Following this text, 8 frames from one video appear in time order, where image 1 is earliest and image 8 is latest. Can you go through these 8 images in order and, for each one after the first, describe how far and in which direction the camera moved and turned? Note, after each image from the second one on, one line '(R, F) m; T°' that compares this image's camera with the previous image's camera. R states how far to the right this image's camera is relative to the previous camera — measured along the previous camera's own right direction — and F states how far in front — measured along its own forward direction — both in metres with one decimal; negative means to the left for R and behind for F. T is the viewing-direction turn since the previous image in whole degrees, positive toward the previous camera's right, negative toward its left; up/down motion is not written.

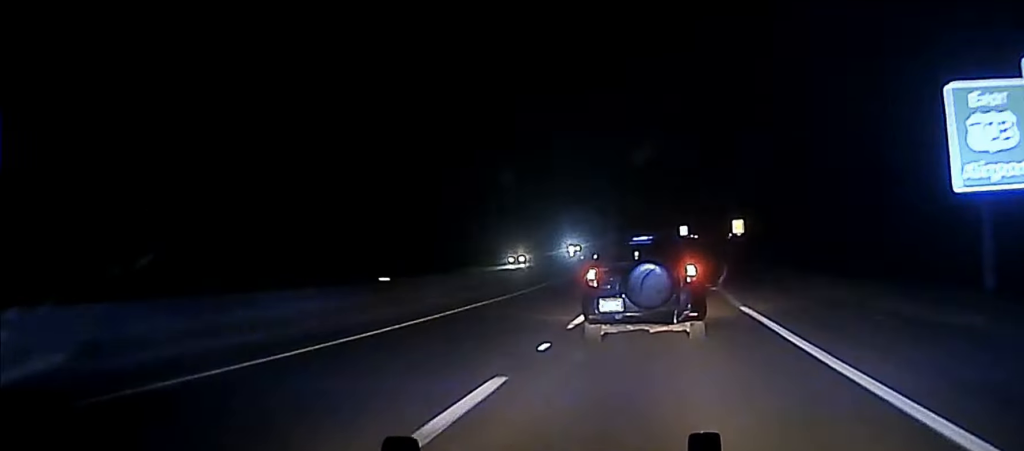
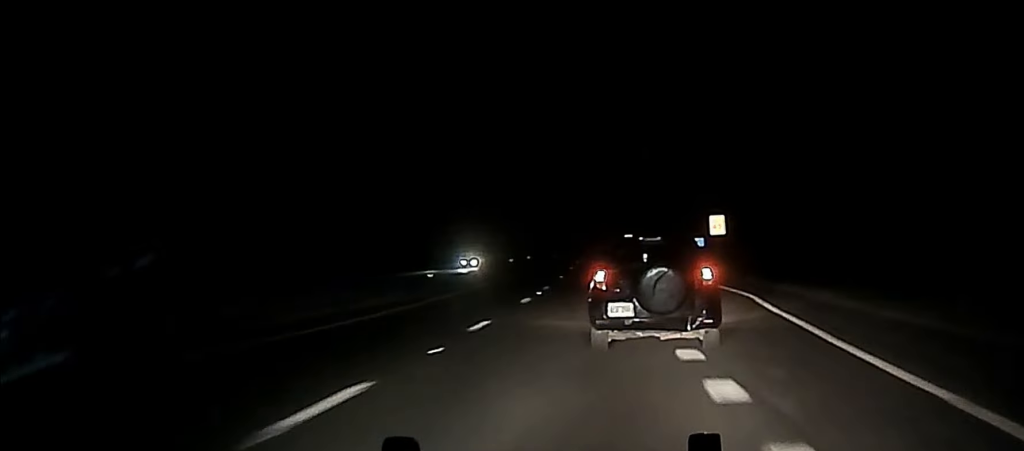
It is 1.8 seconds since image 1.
(+1.2, +48.1) m; +2°
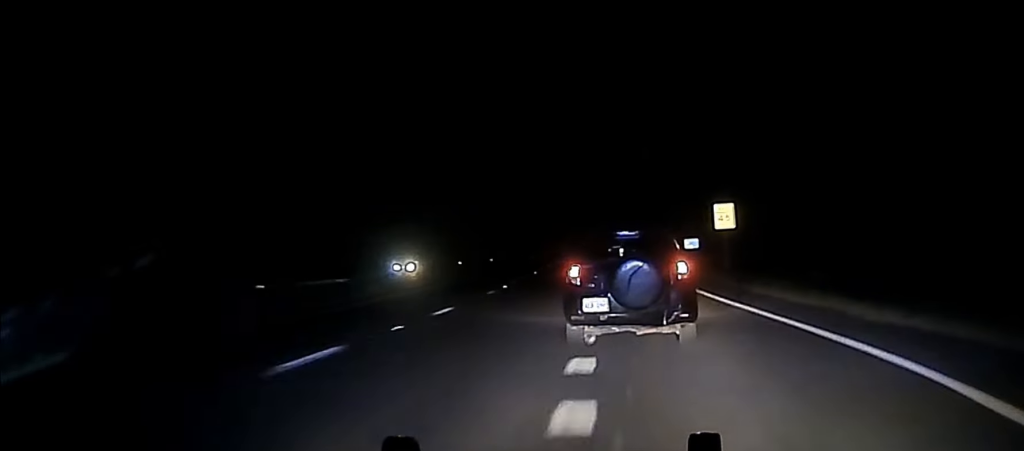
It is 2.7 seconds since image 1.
(-0.1, +20.3) m; -1°
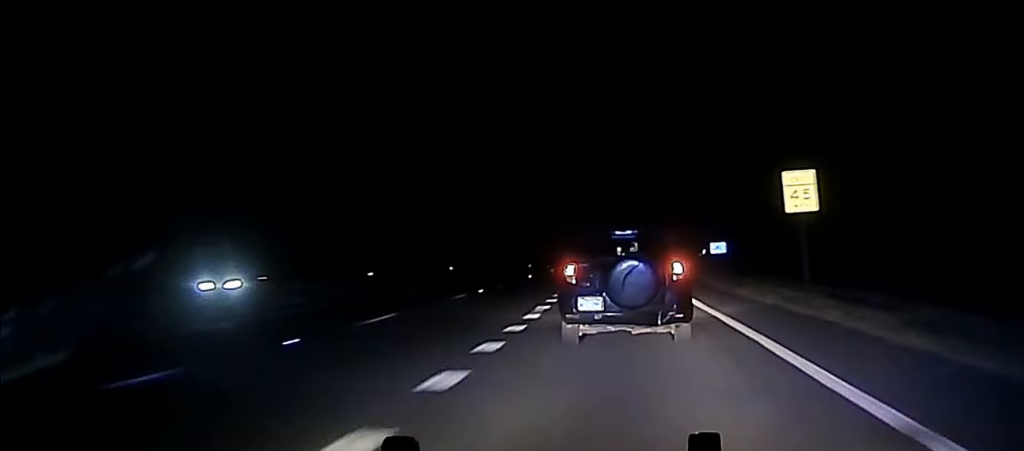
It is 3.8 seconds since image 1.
(-0.2, +23.7) m; -1°
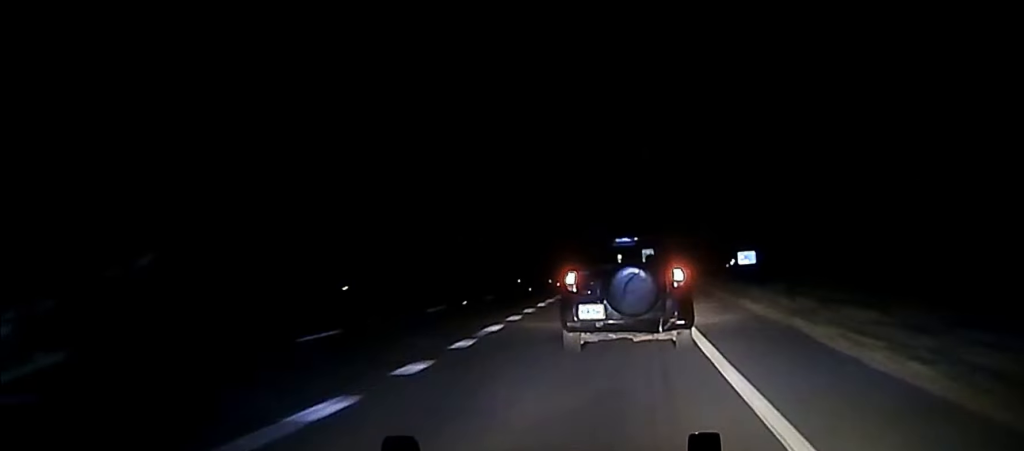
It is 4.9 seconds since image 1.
(-0.1, +24.2) m; 0°
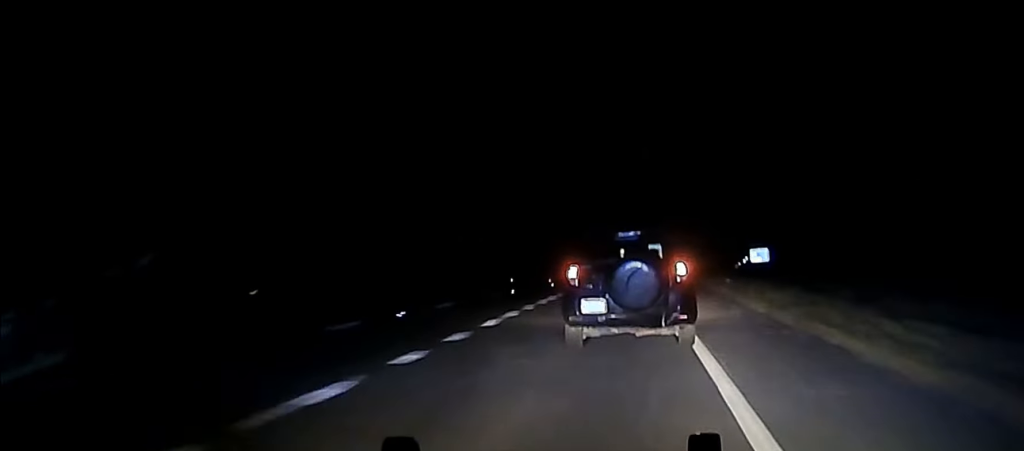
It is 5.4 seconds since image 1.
(0.0, +11.1) m; 0°
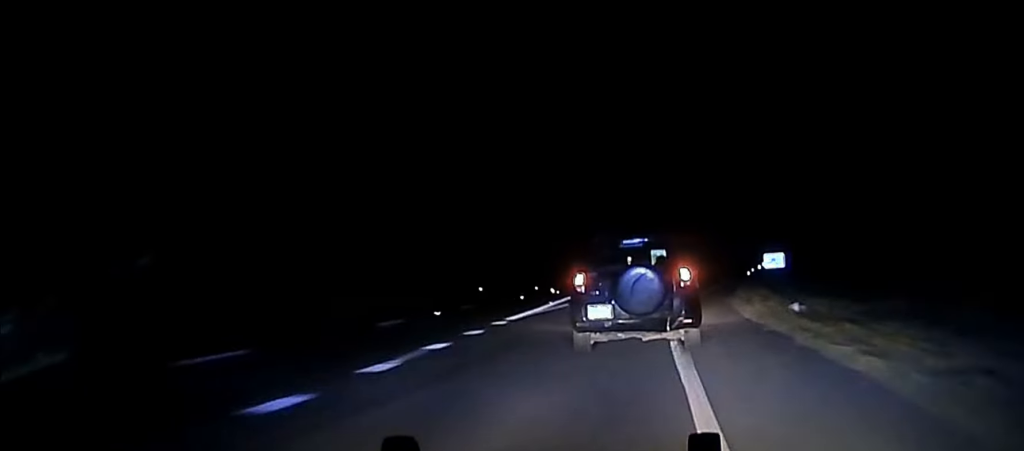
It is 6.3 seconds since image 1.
(0.0, +19.9) m; +1°
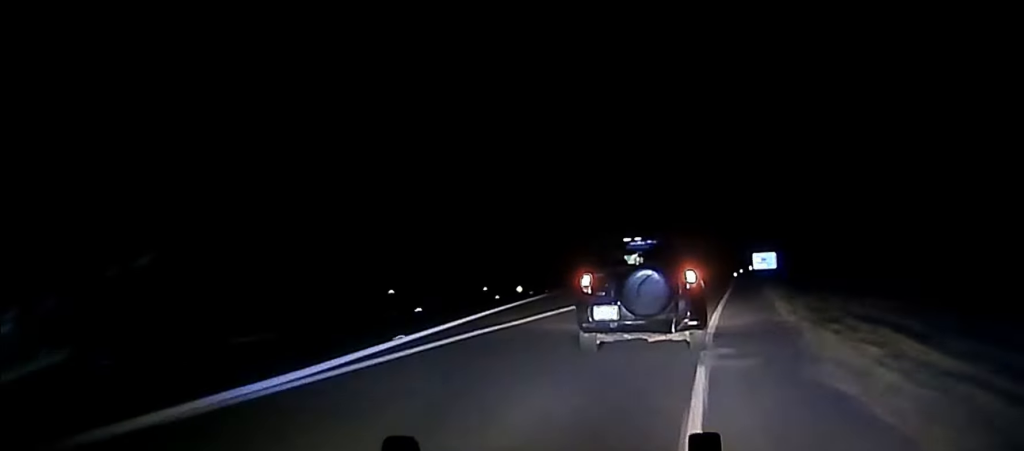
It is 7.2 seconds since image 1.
(+0.2, +20.3) m; +1°
